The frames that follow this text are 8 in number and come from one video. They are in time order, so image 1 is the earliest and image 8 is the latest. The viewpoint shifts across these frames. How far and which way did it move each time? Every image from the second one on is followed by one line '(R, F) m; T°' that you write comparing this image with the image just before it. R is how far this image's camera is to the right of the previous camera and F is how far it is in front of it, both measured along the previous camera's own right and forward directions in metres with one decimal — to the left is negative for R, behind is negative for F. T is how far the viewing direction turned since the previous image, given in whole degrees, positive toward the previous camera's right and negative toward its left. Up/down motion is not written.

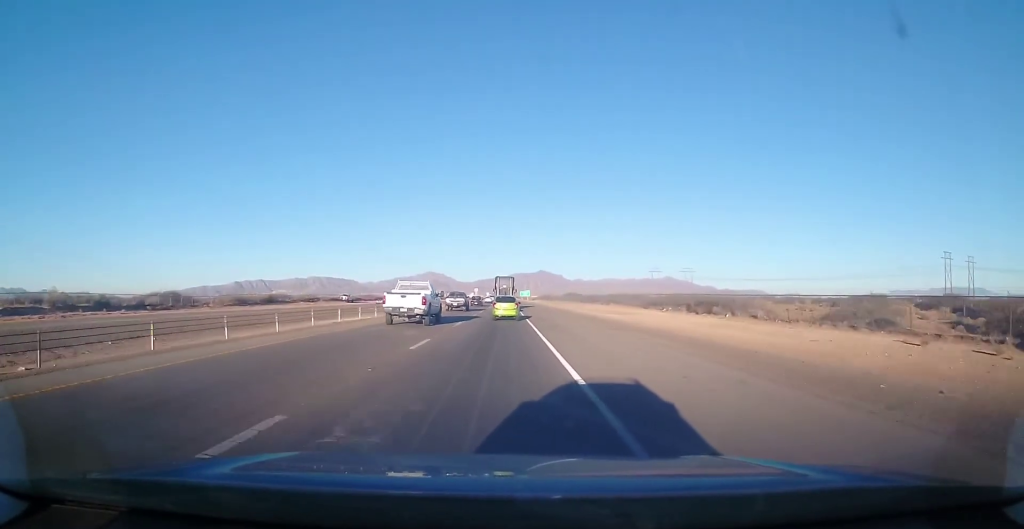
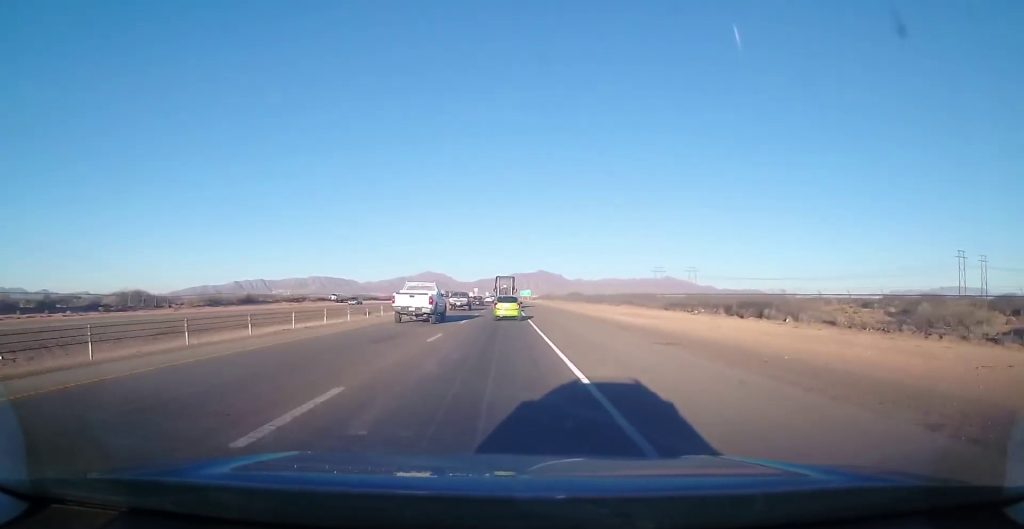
(-0.1, +9.7) m; 0°
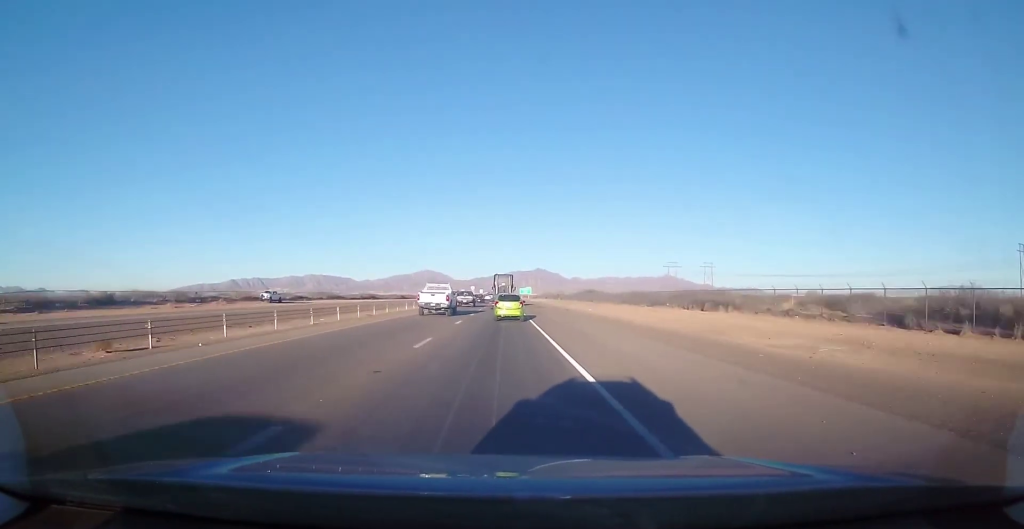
(0.0, +39.6) m; 0°
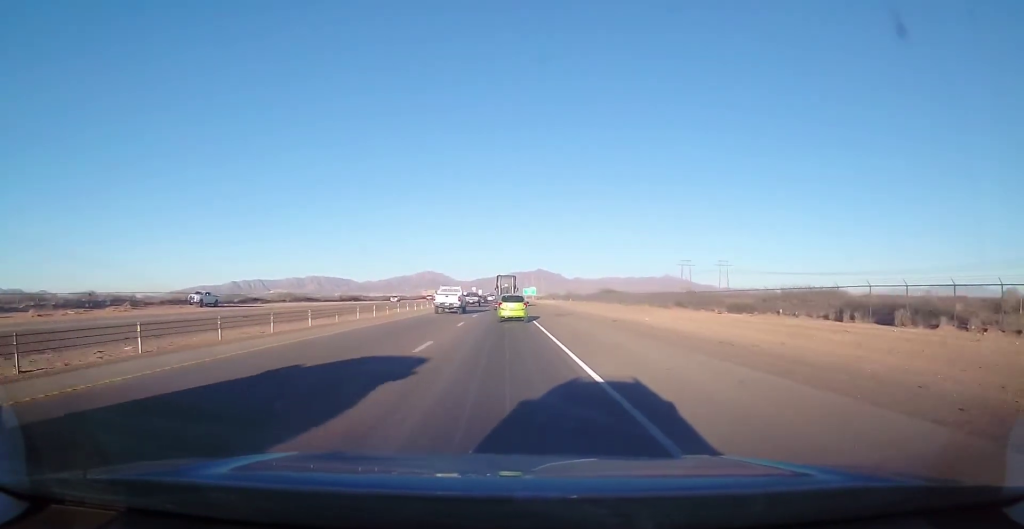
(+0.2, +25.6) m; 0°
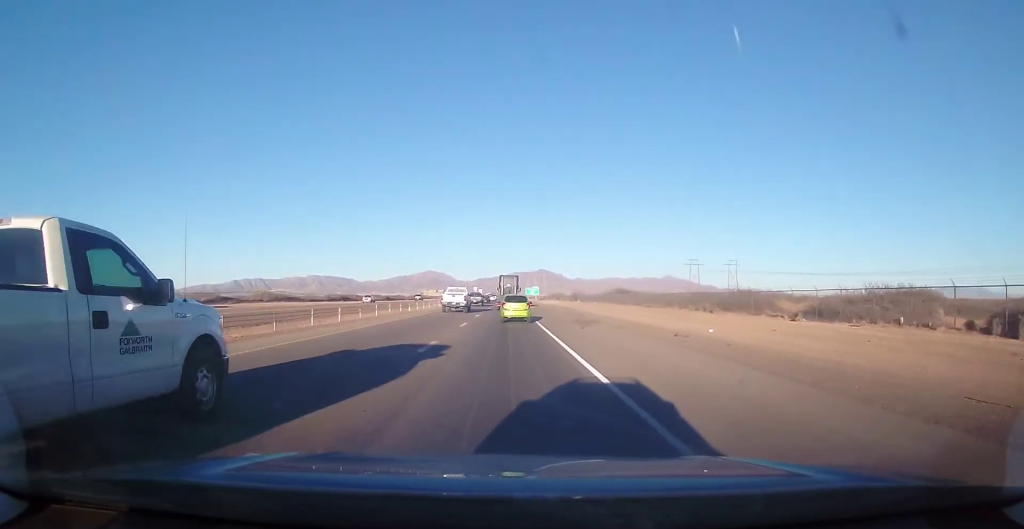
(0.0, +12.1) m; 0°
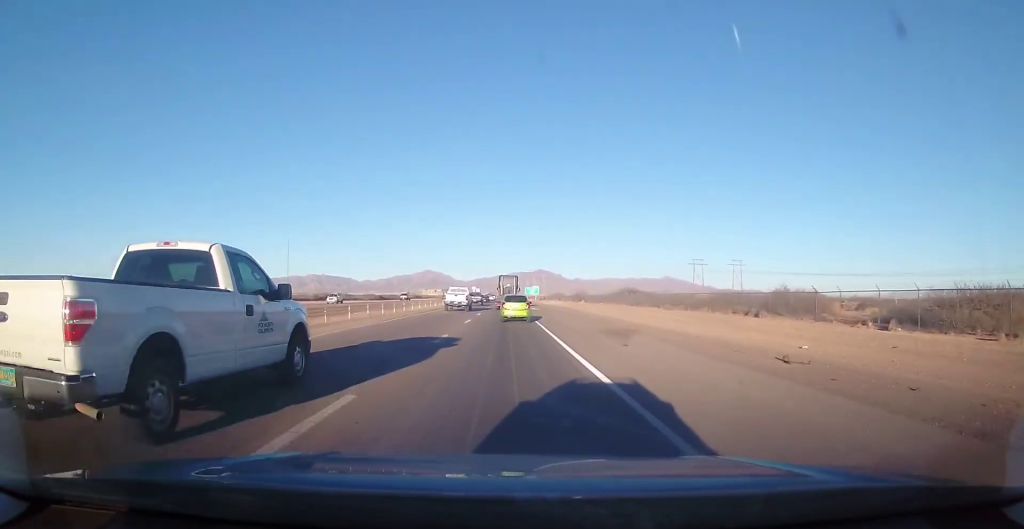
(0.0, +9.3) m; 0°
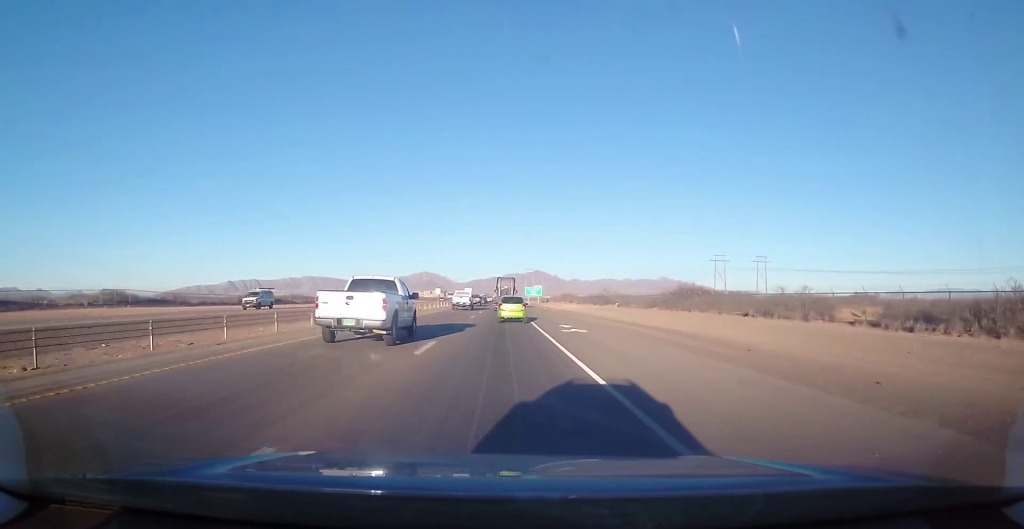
(0.0, +38.4) m; 0°
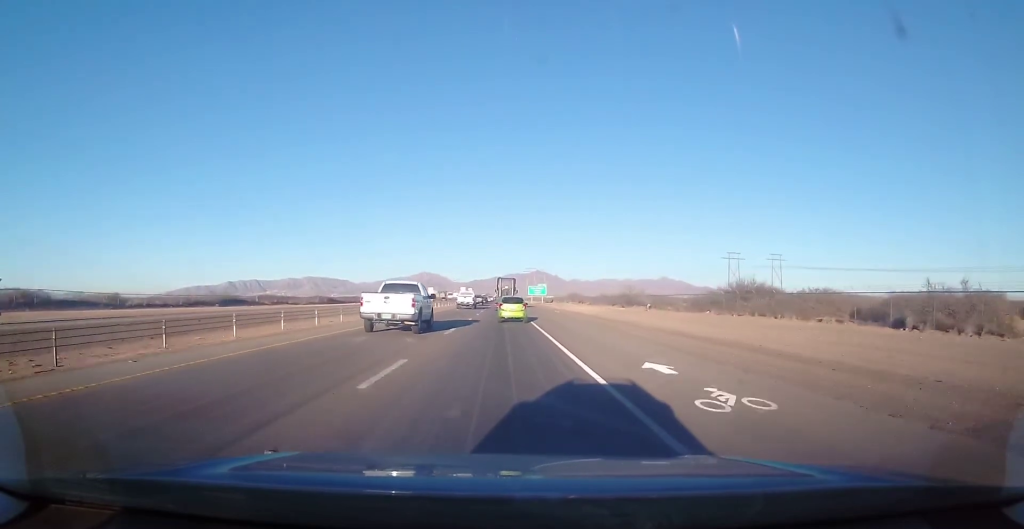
(-0.1, +17.3) m; 0°
